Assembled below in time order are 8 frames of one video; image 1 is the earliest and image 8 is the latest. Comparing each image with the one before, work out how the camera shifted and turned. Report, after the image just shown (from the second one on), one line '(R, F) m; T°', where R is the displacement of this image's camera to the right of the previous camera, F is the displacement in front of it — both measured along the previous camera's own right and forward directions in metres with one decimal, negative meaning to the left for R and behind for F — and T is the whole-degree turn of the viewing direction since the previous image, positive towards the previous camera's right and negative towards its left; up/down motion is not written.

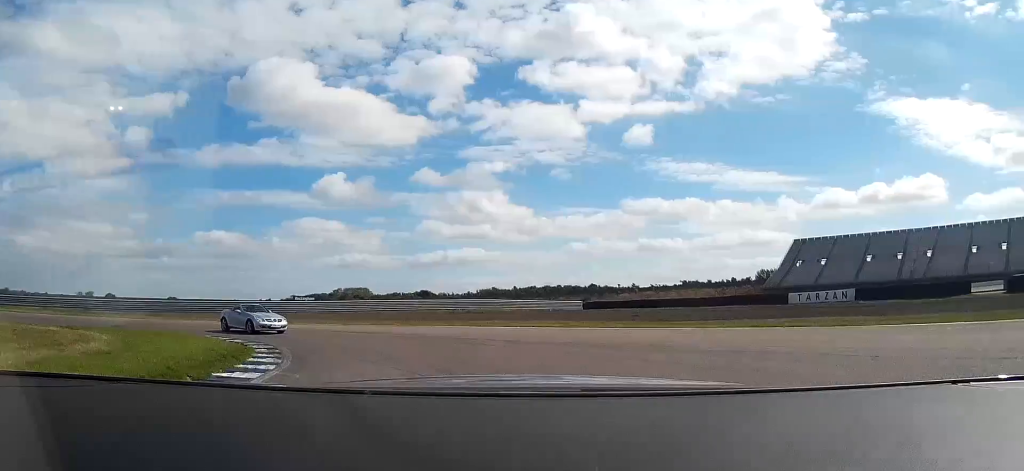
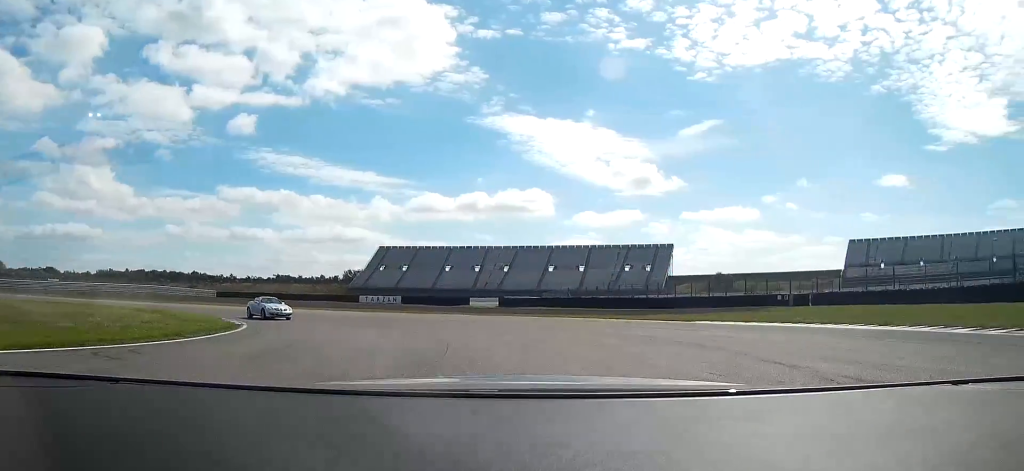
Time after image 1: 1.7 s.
(+9.9, +29.7) m; +30°
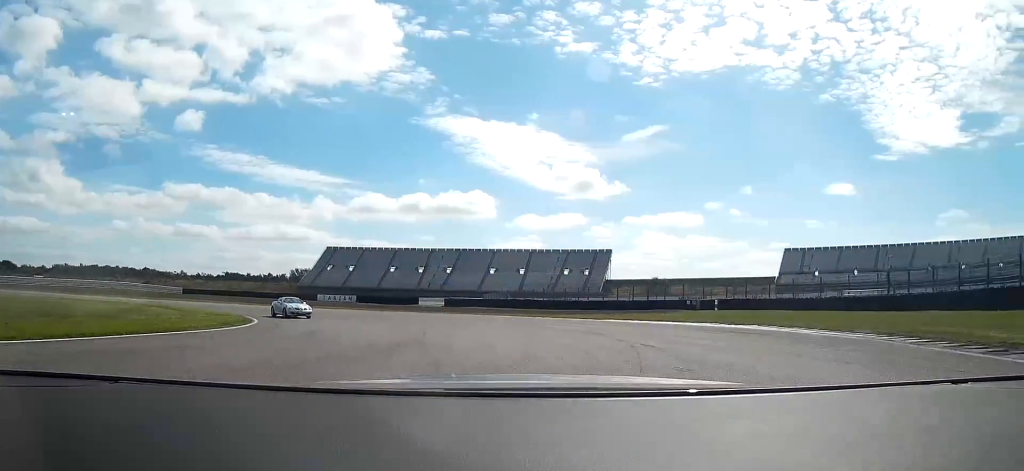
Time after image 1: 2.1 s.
(+0.3, +8.6) m; +4°
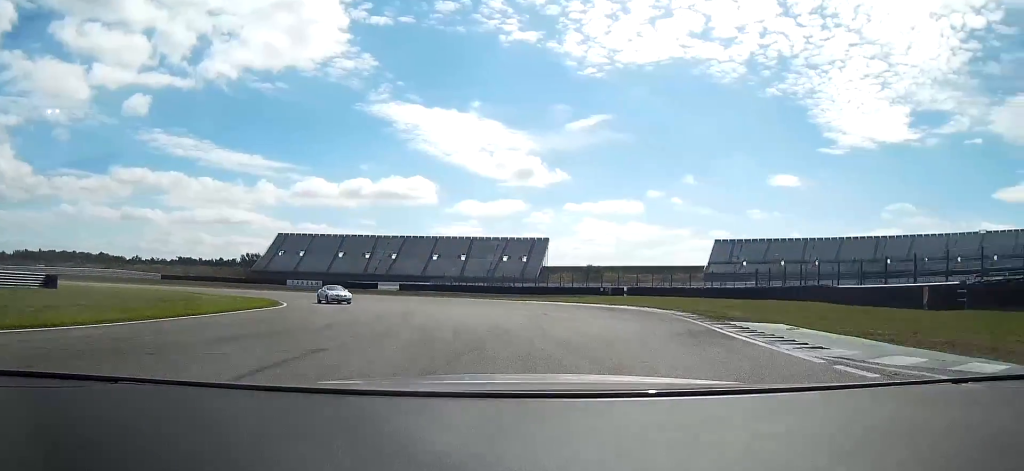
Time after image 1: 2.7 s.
(+0.9, +14.3) m; +5°
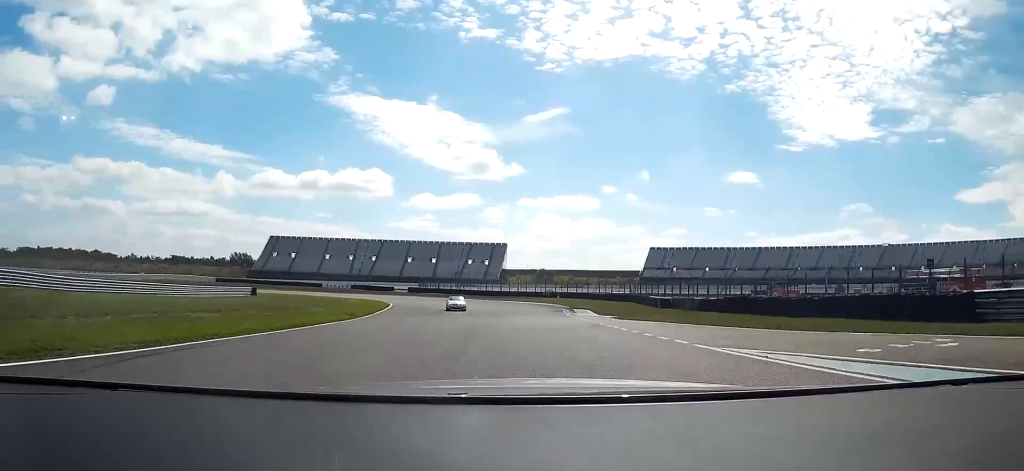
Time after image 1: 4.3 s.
(+3.1, +44.9) m; +3°
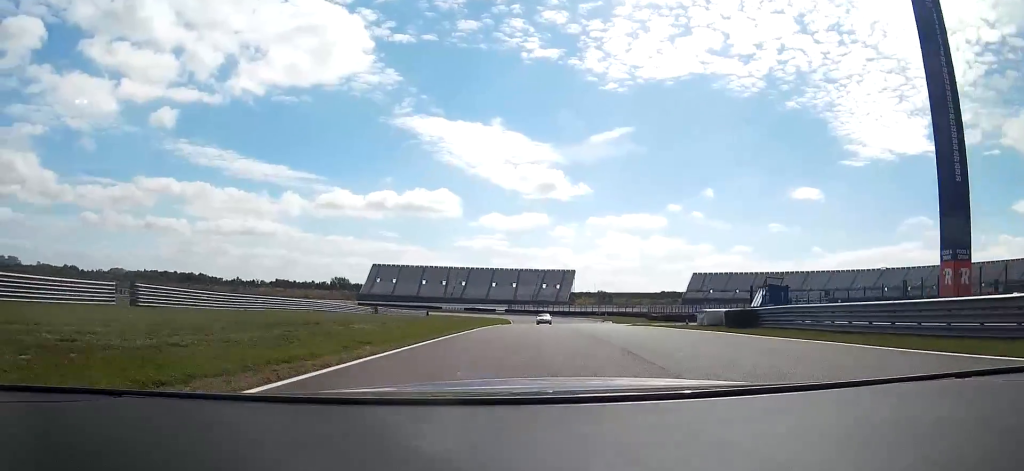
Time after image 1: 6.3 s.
(-3.6, +62.6) m; -5°
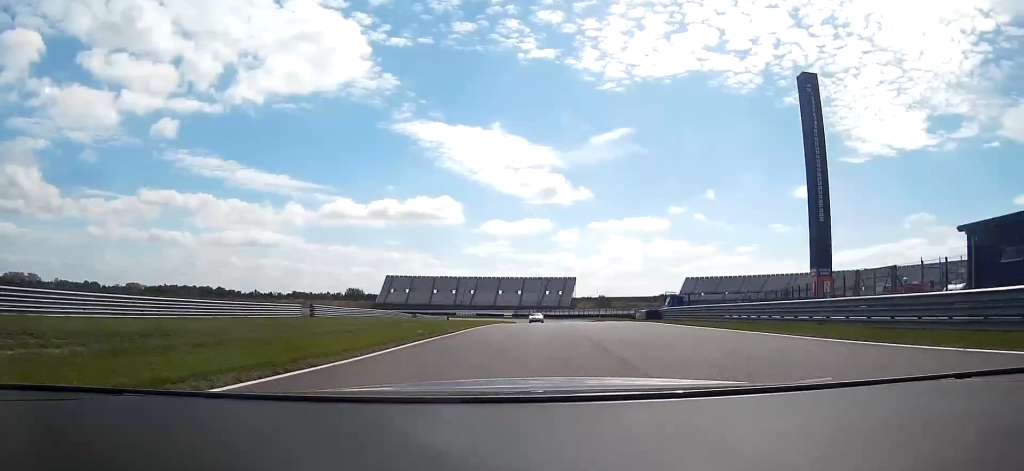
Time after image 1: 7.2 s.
(-0.2, +26.6) m; -1°
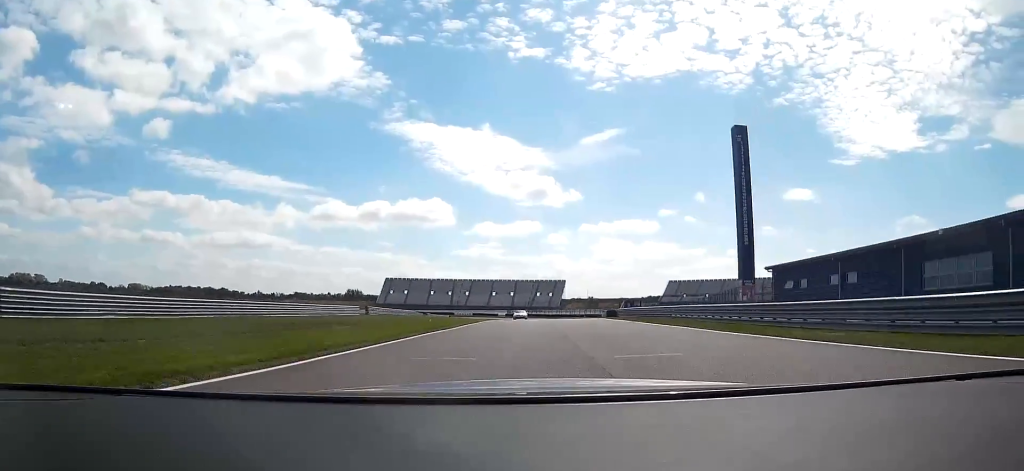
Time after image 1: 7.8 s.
(-0.1, +22.4) m; 0°
